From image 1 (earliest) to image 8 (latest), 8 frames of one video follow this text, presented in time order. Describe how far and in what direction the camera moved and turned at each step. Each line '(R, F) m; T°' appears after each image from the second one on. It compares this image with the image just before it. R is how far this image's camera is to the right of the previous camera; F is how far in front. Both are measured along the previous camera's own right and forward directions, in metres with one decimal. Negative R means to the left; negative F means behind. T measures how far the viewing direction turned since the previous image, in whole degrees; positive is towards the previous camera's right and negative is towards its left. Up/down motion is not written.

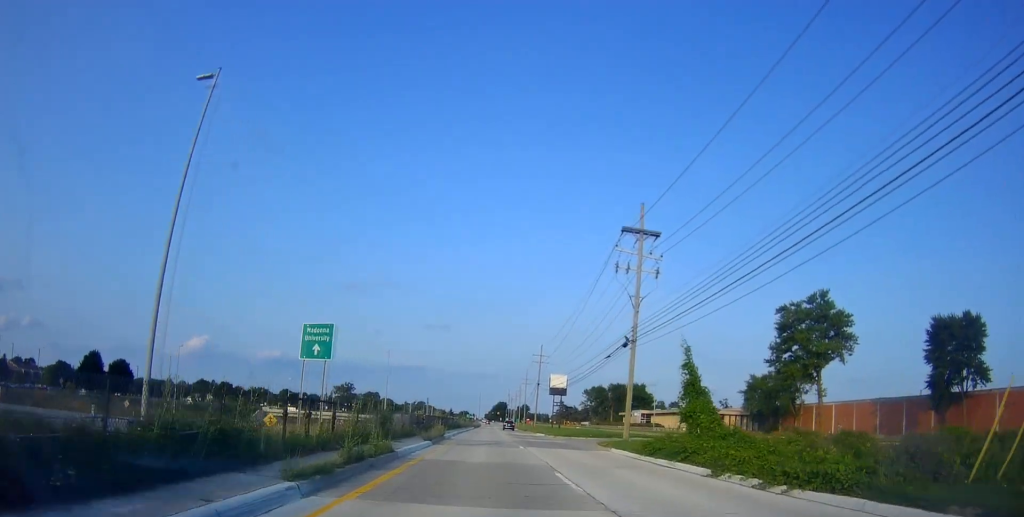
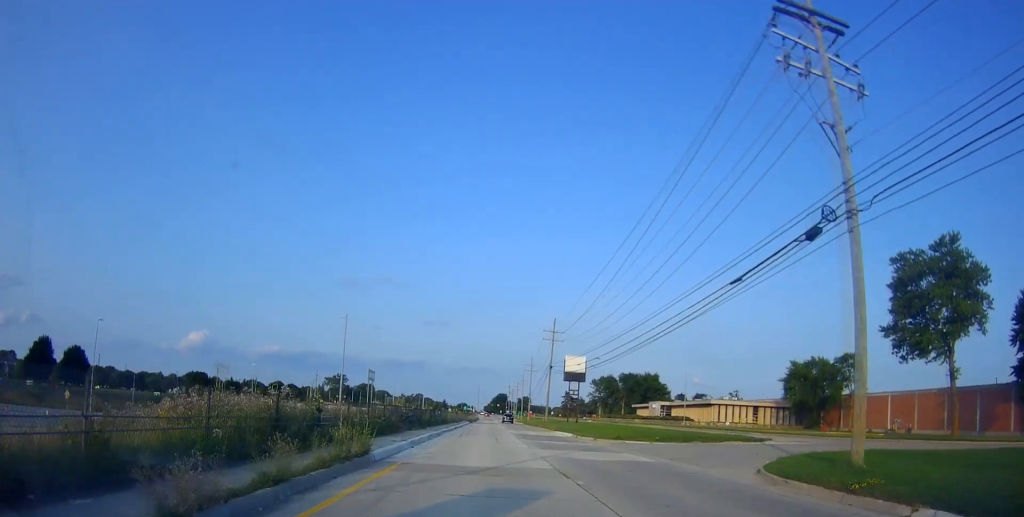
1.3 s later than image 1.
(-0.4, +21.7) m; +1°
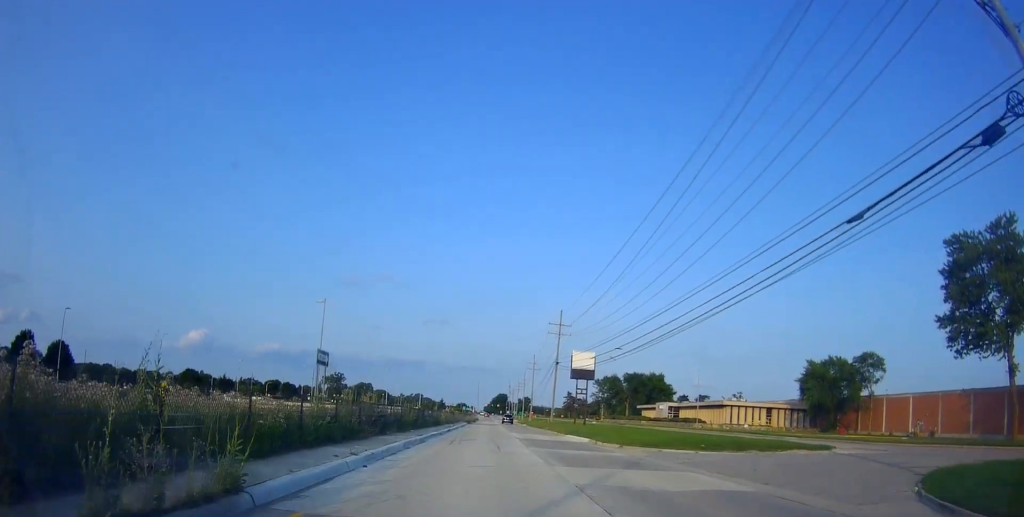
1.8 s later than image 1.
(+0.2, +7.1) m; +1°
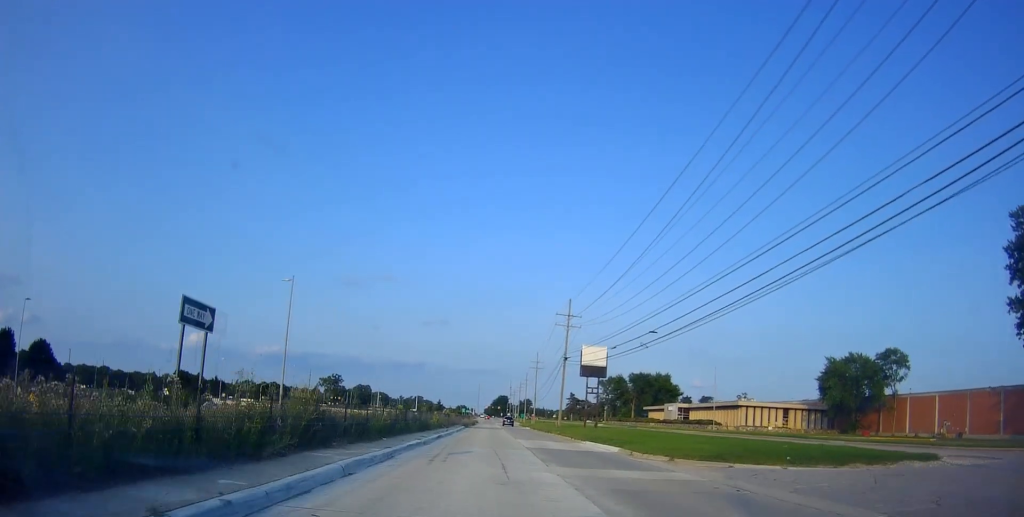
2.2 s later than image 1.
(+0.1, +7.7) m; 0°
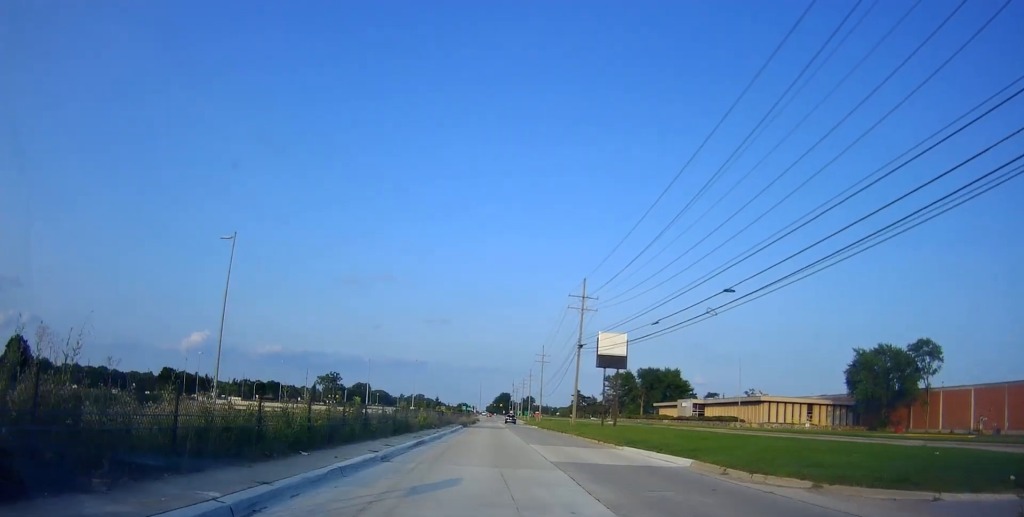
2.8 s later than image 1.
(+0.1, +9.3) m; -1°
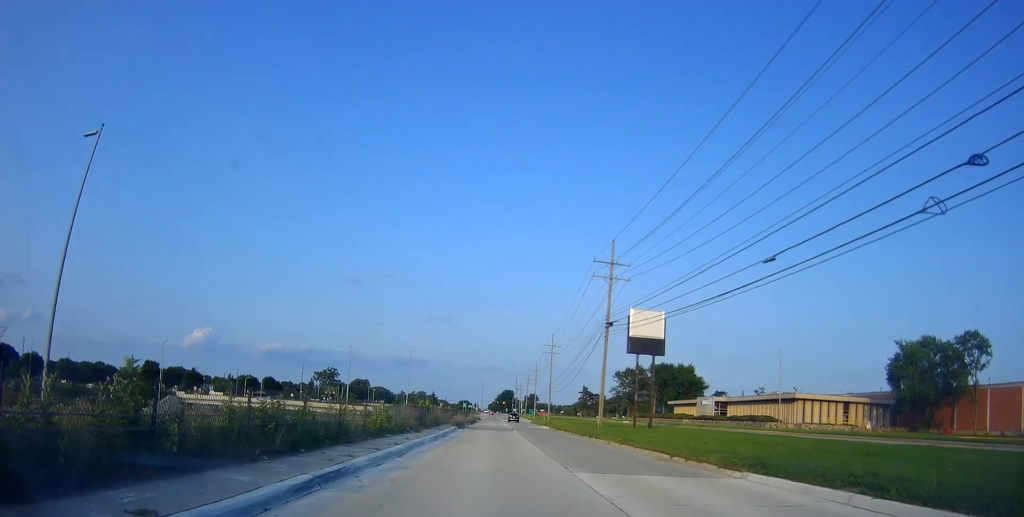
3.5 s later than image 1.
(-0.2, +12.4) m; 0°
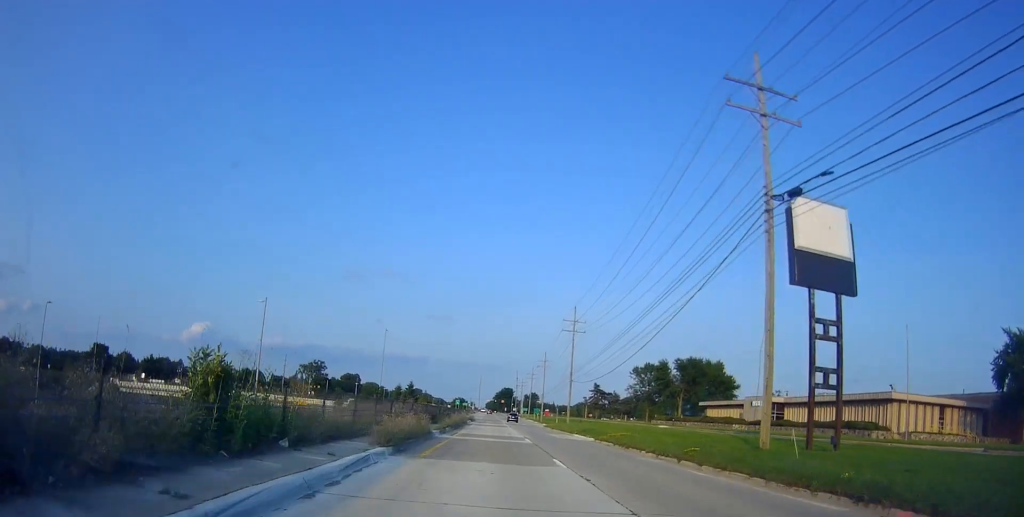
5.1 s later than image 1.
(+0.3, +27.9) m; 0°
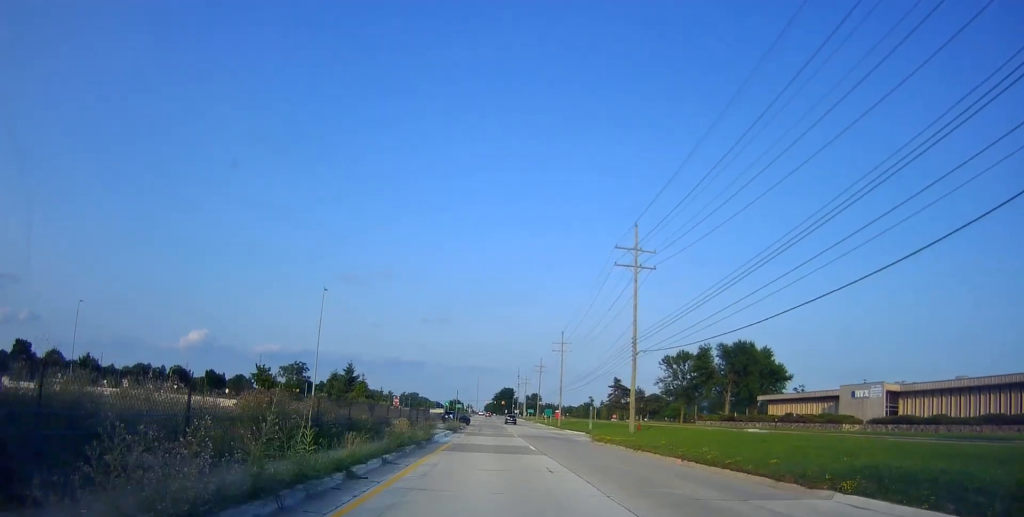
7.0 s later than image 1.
(-1.0, +34.0) m; -2°
